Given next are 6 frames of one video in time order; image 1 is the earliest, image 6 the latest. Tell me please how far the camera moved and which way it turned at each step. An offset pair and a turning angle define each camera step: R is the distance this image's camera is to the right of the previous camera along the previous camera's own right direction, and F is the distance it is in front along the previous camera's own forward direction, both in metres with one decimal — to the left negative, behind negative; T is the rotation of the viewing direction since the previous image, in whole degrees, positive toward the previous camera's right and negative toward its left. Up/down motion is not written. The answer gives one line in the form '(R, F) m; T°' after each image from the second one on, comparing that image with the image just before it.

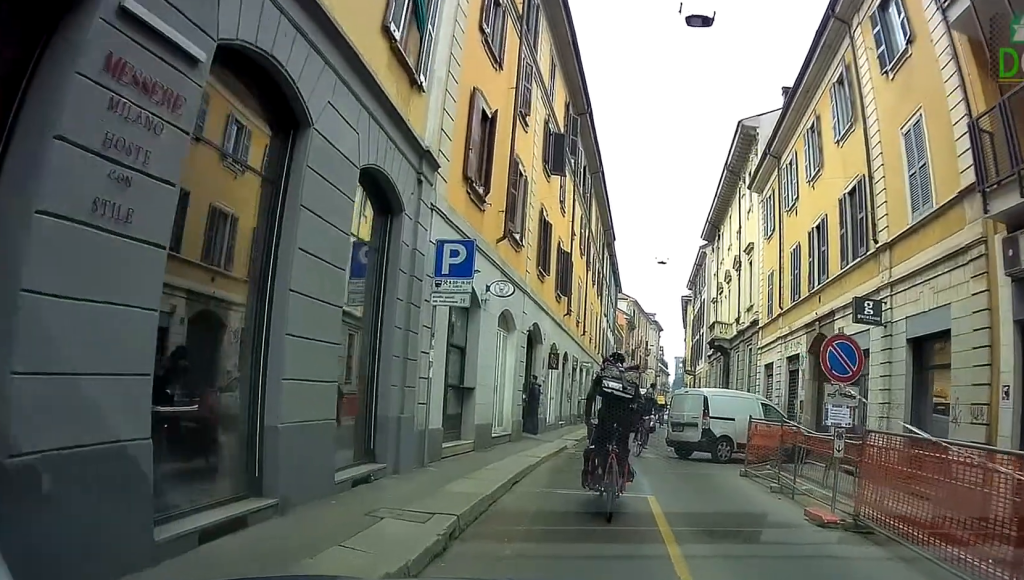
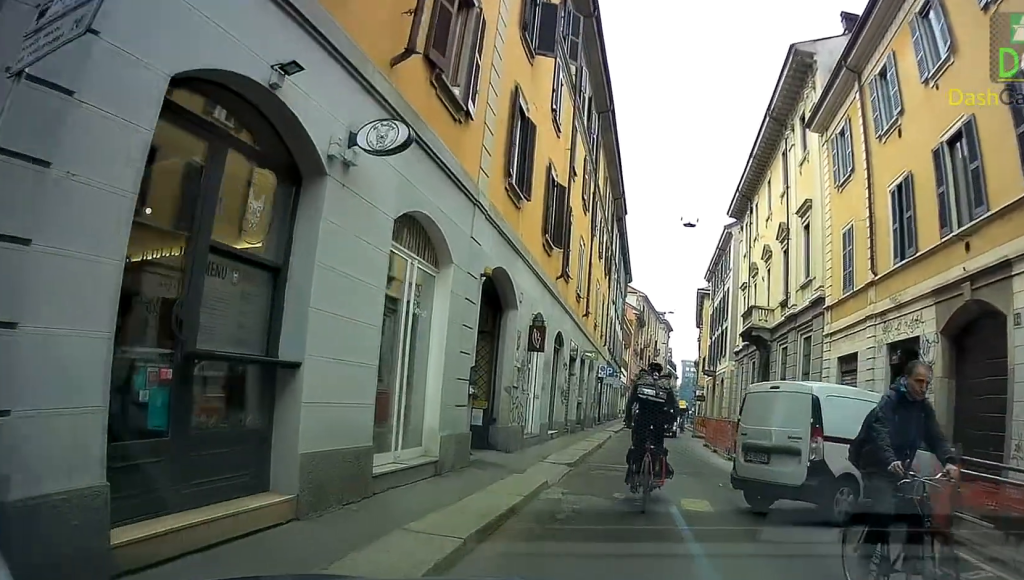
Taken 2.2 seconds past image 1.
(+0.3, +8.2) m; -2°
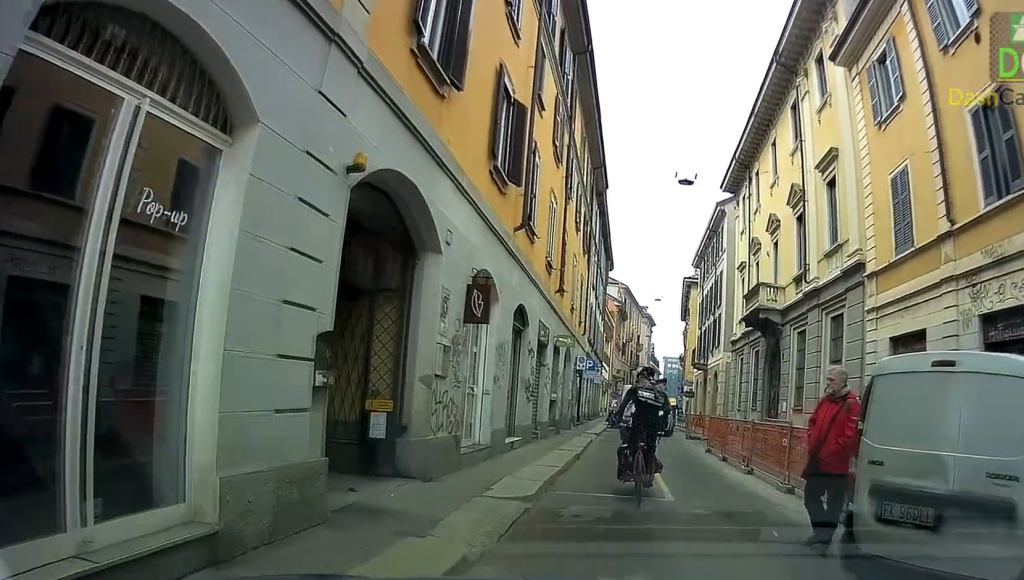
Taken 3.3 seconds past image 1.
(-0.3, +4.7) m; +5°
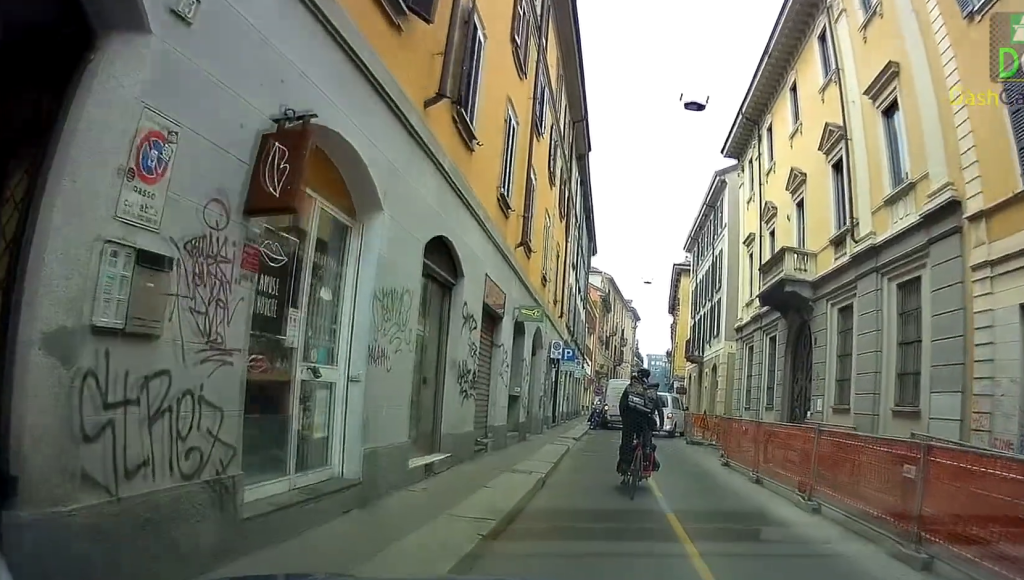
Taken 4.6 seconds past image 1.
(+0.5, +5.6) m; +3°
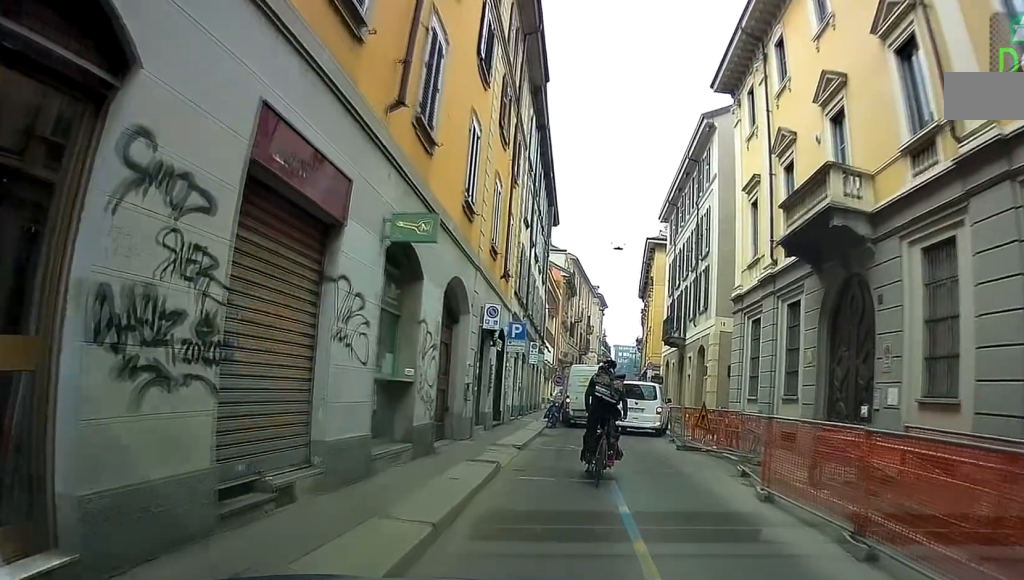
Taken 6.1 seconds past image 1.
(-0.1, +6.8) m; -4°
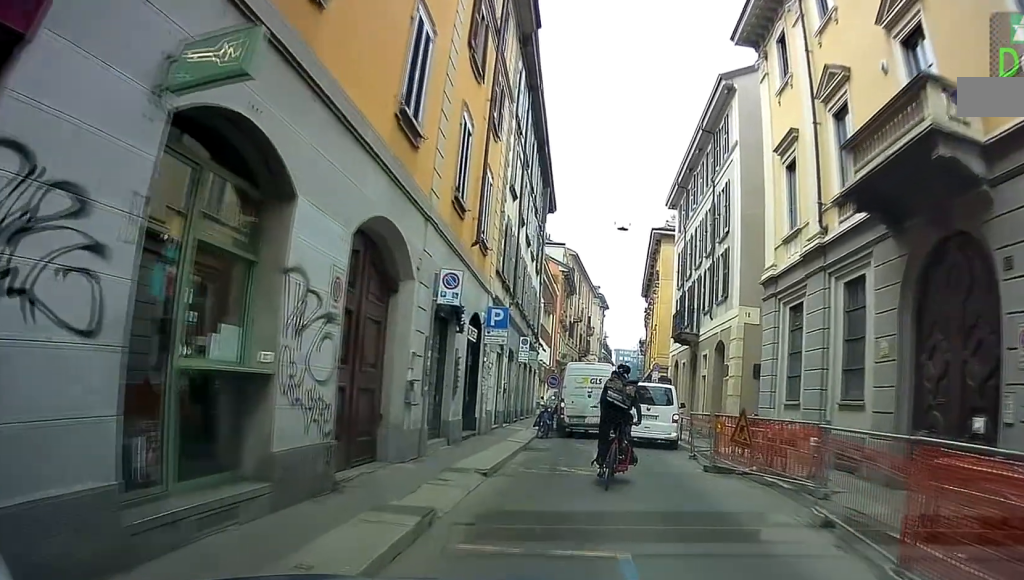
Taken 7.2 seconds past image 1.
(-0.3, +4.5) m; -3°
